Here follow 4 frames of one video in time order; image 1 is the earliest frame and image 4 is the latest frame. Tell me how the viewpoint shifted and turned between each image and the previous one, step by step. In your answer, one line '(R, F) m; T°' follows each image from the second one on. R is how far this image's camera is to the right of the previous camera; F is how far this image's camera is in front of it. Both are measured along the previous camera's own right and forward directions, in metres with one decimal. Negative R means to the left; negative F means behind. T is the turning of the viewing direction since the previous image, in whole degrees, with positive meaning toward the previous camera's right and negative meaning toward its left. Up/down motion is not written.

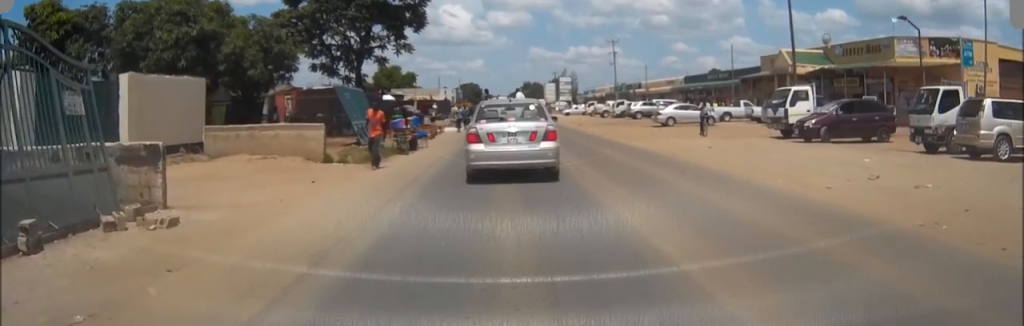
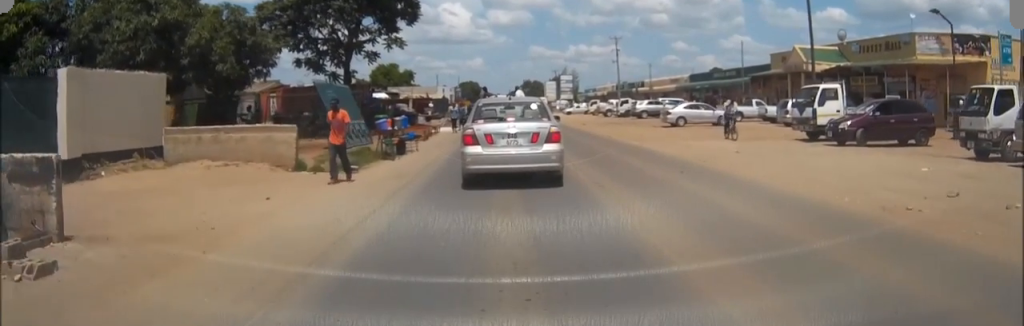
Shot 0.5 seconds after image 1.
(0.0, +3.0) m; 0°
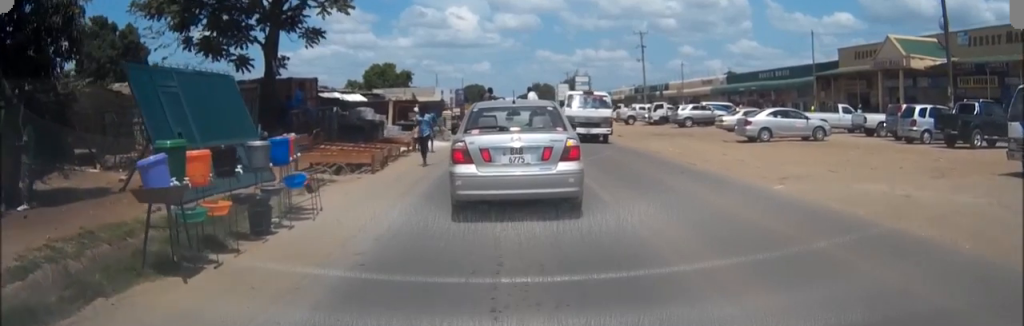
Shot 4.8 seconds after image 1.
(-0.2, +14.0) m; -1°
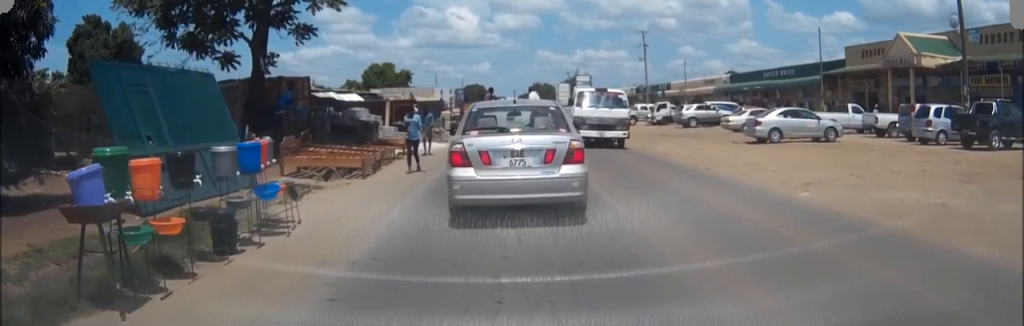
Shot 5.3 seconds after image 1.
(0.0, +1.2) m; 0°
